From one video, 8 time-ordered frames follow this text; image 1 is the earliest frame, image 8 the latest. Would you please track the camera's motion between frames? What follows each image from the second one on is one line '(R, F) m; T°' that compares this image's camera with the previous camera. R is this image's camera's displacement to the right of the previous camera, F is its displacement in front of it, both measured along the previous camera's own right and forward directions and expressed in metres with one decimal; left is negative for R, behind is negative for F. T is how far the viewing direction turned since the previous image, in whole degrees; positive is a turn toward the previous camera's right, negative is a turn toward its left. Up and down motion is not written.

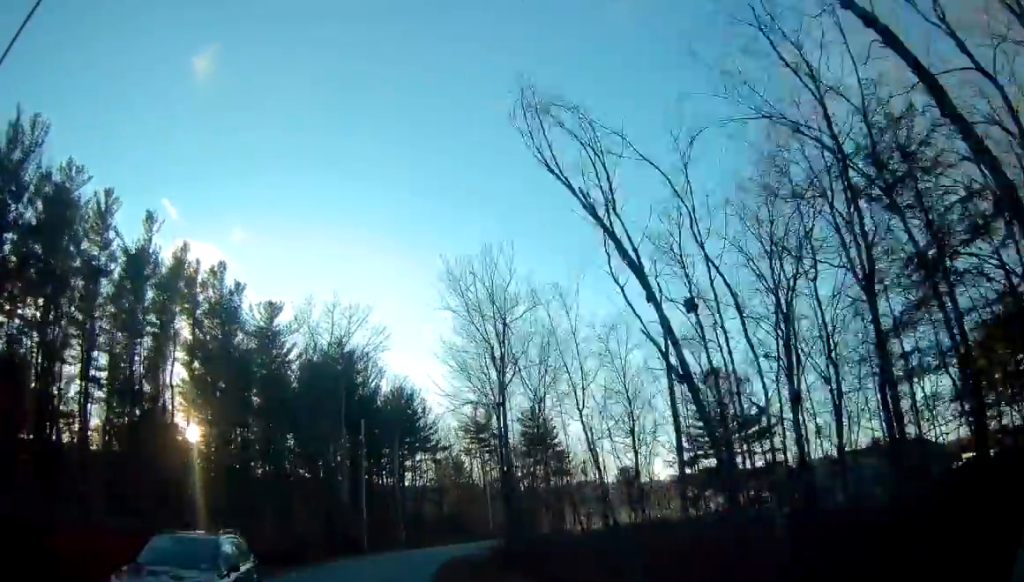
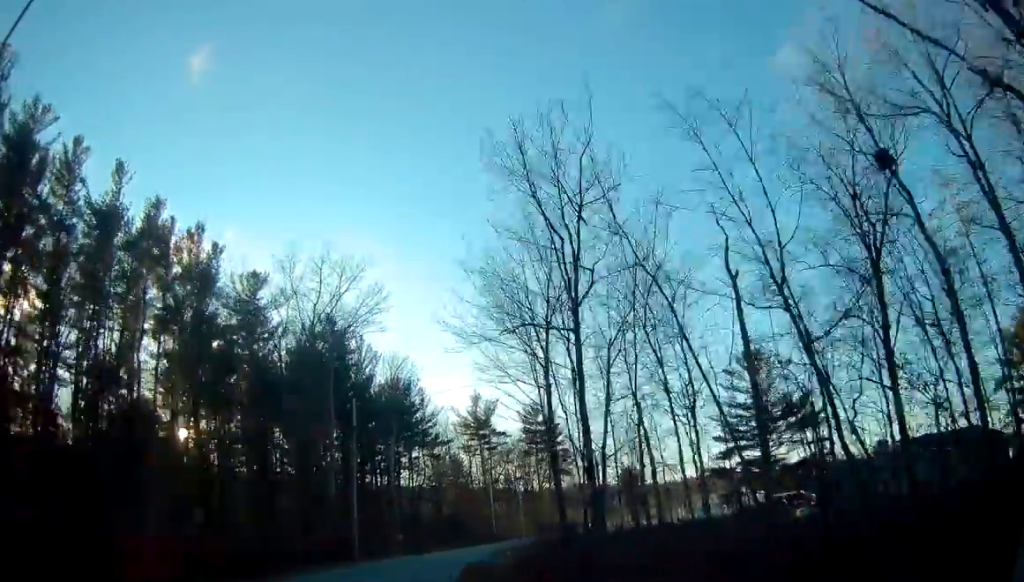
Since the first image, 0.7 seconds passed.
(0.0, +8.1) m; +2°
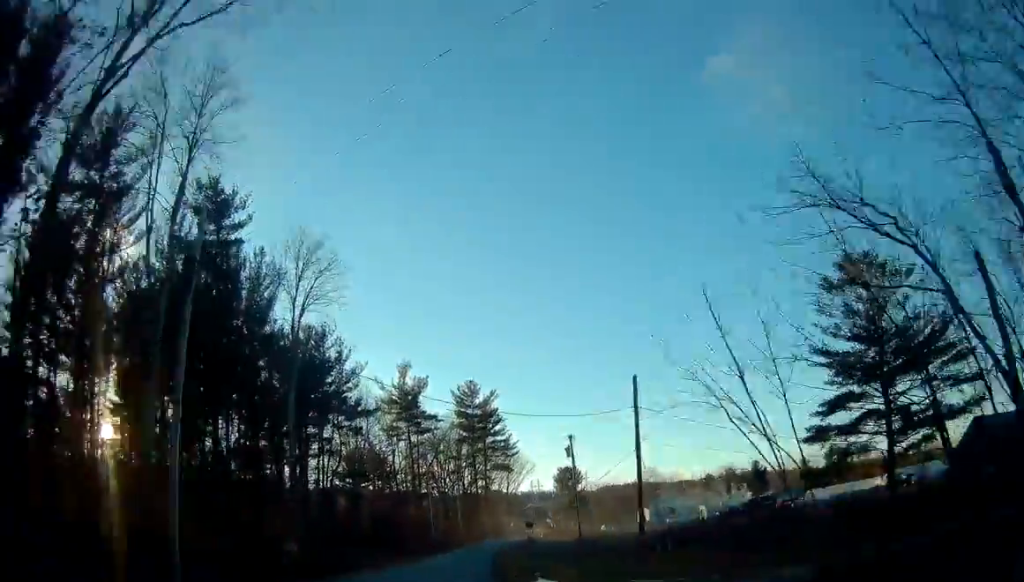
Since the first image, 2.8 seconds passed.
(+1.5, +24.5) m; +7°
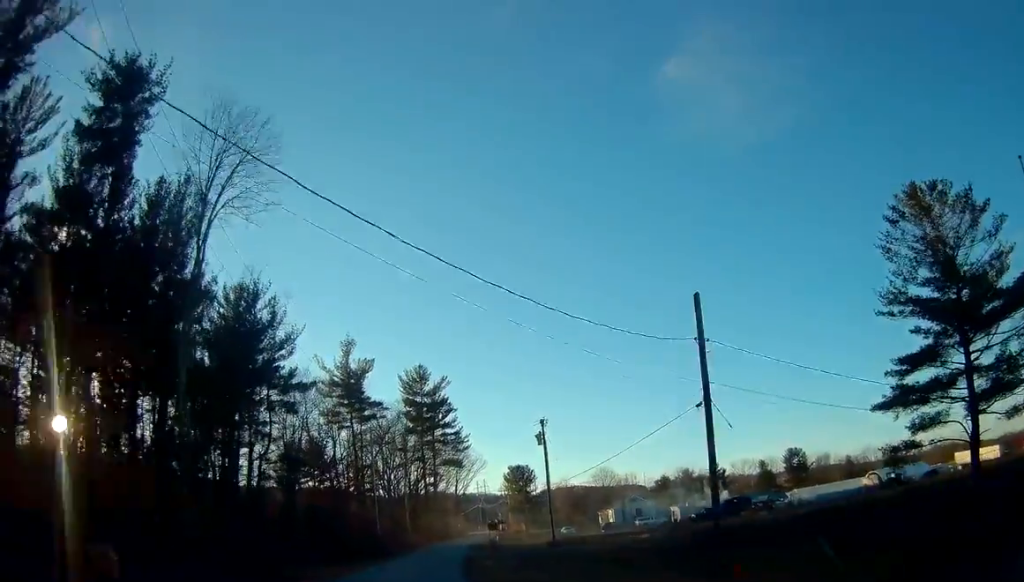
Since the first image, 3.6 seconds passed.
(+0.3, +10.9) m; +4°
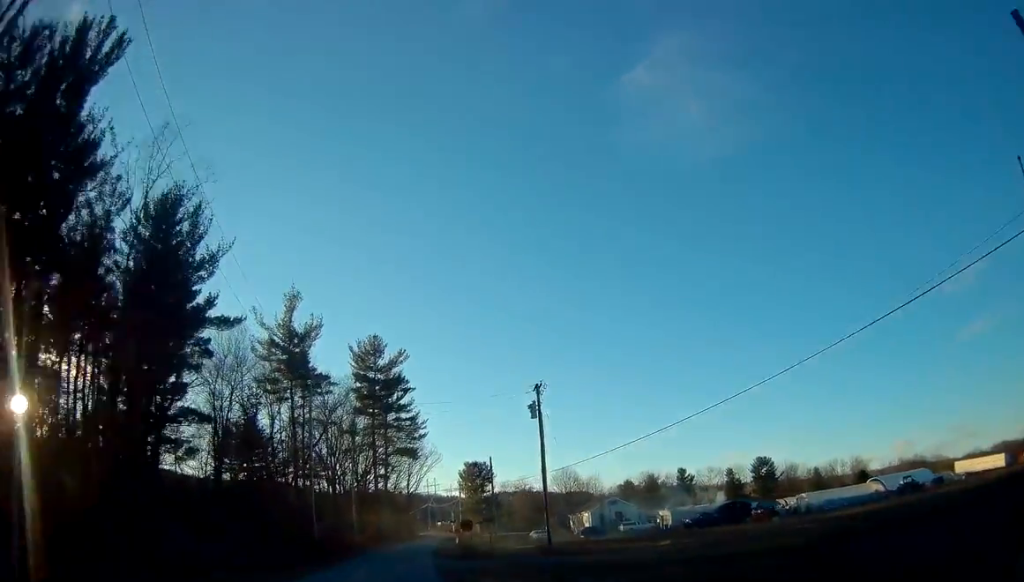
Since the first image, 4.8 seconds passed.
(+0.6, +15.7) m; +1°
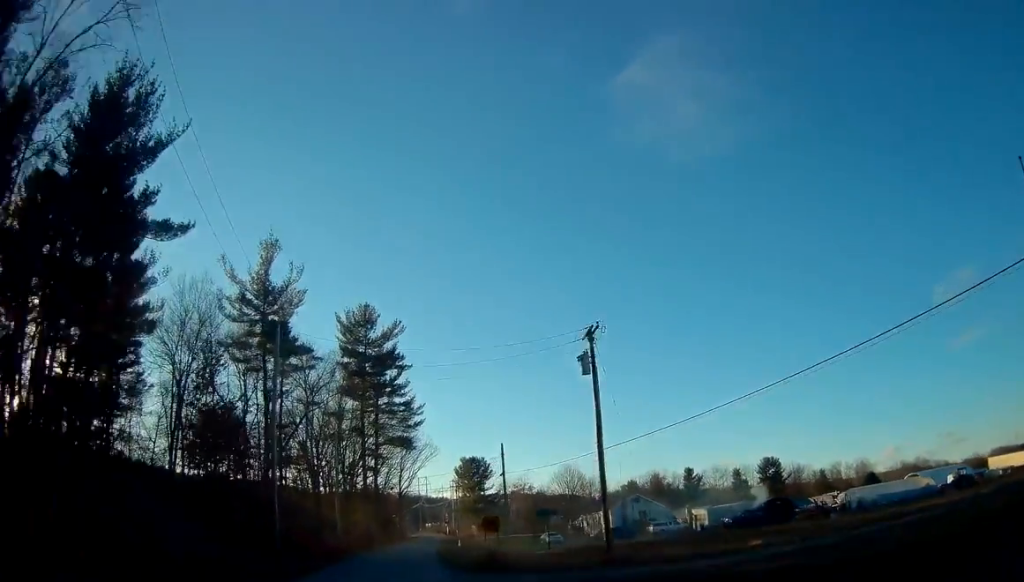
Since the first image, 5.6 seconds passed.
(-0.3, +12.3) m; 0°
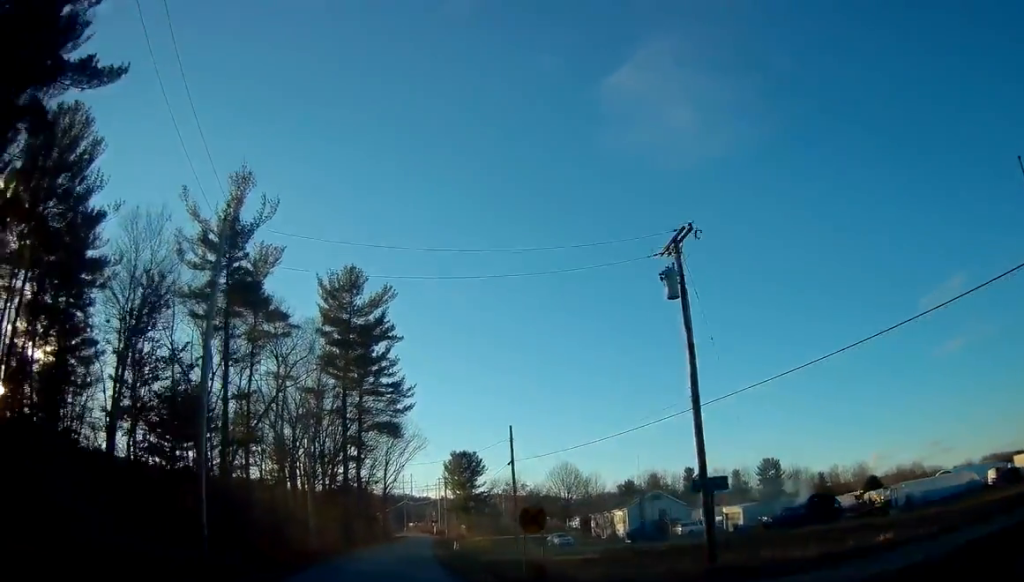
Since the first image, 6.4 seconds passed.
(+0.3, +11.2) m; +3°
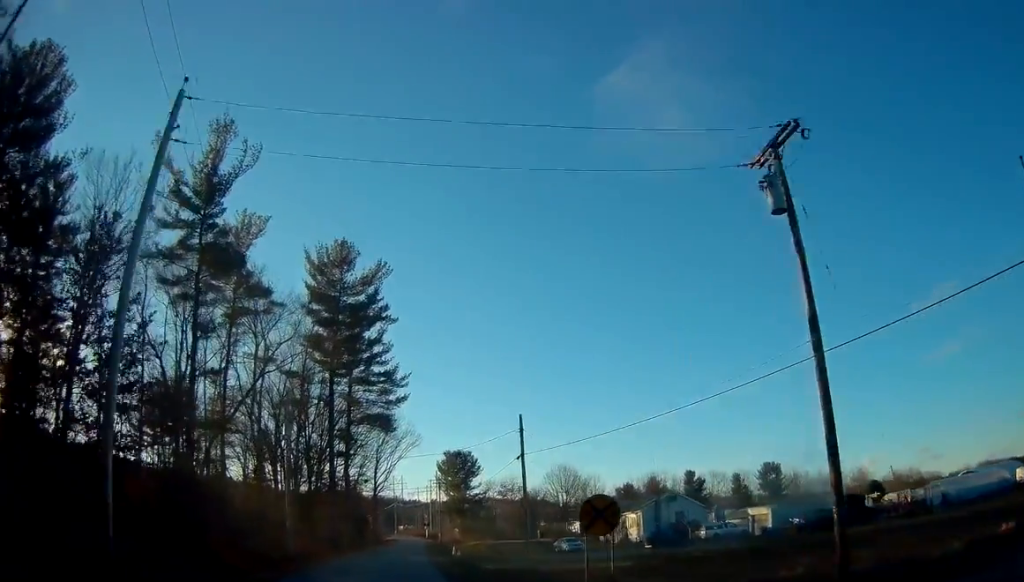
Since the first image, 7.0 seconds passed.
(+0.1, +7.3) m; +2°
